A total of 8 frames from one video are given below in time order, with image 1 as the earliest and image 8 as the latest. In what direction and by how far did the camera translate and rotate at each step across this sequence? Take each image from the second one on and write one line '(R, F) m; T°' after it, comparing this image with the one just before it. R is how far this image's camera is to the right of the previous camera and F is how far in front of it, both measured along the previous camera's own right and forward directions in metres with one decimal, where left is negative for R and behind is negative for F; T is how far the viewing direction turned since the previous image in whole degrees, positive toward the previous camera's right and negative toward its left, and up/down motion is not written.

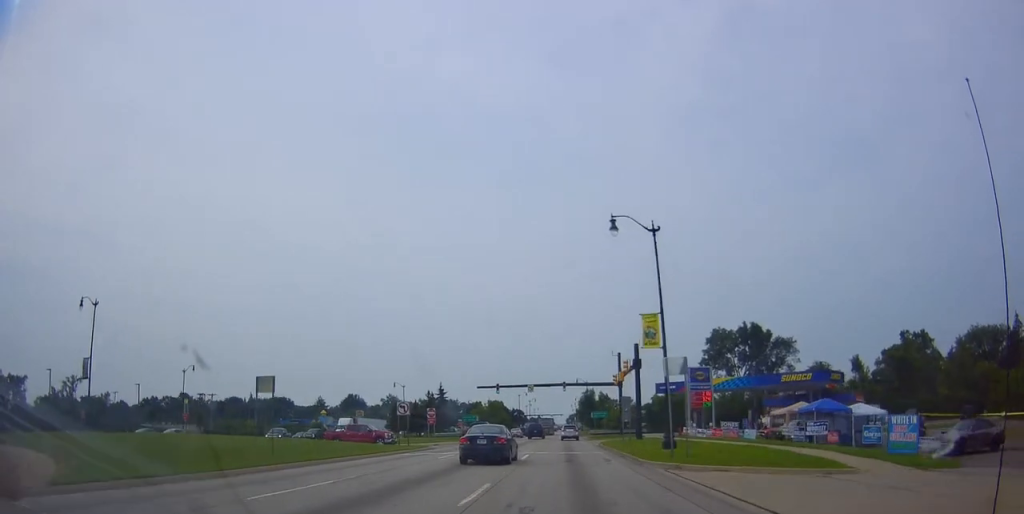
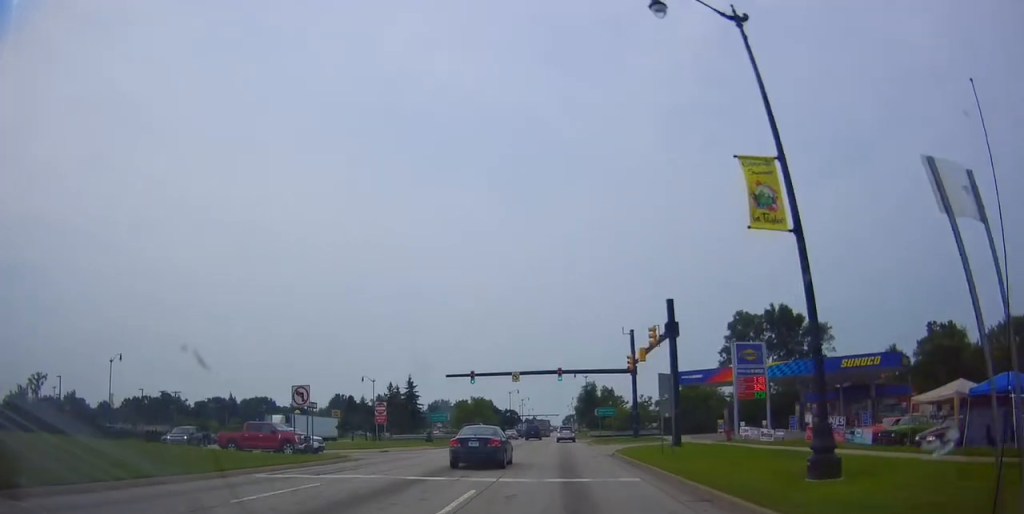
(+0.3, +16.6) m; -1°
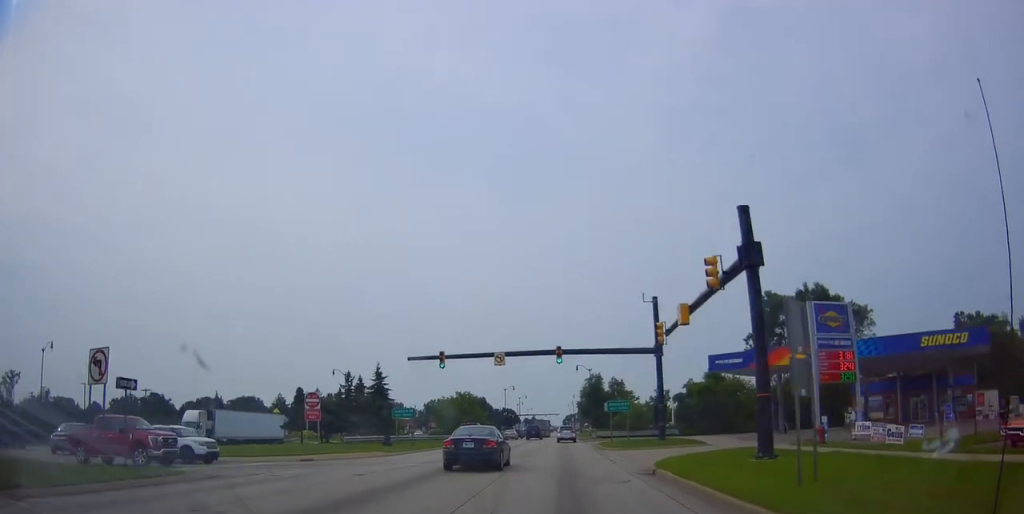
(-0.3, +13.3) m; 0°
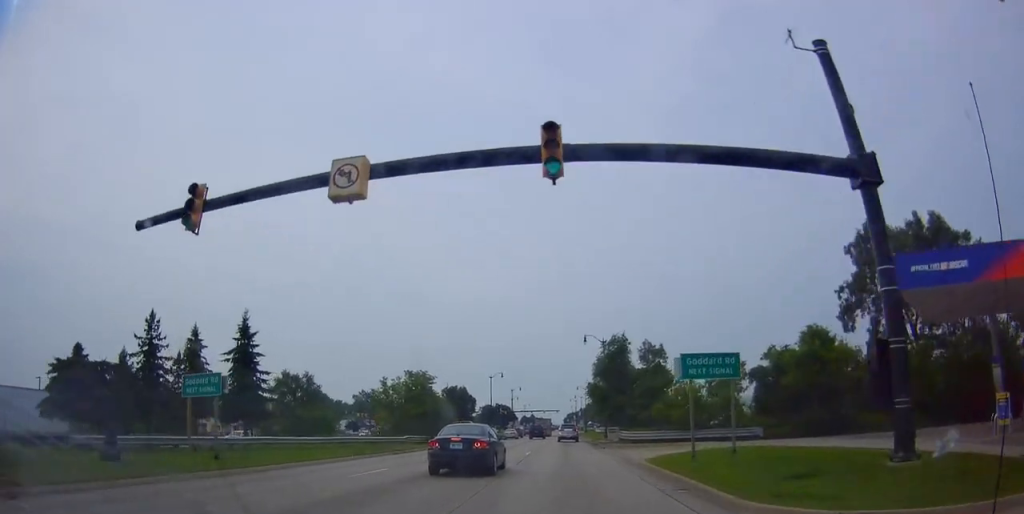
(+0.3, +28.1) m; 0°
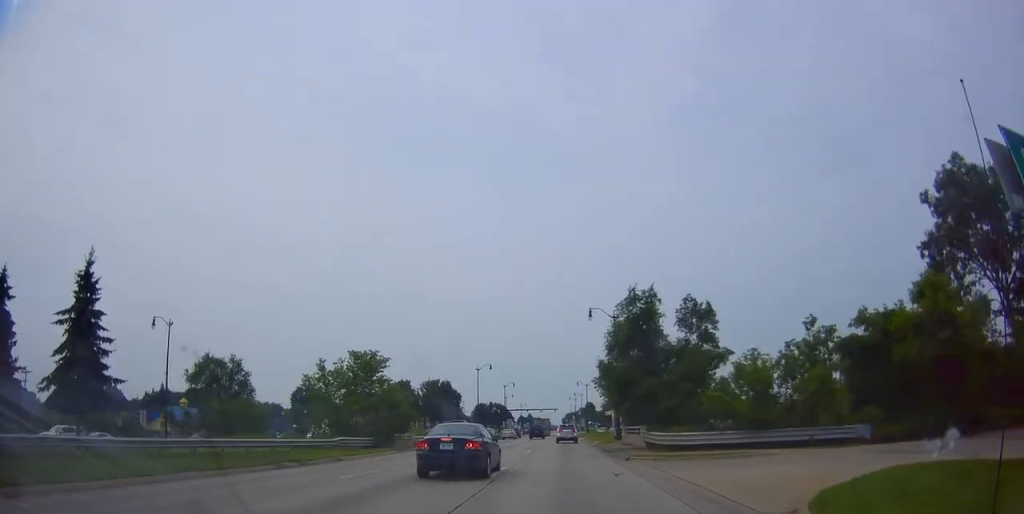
(-0.6, +14.8) m; 0°
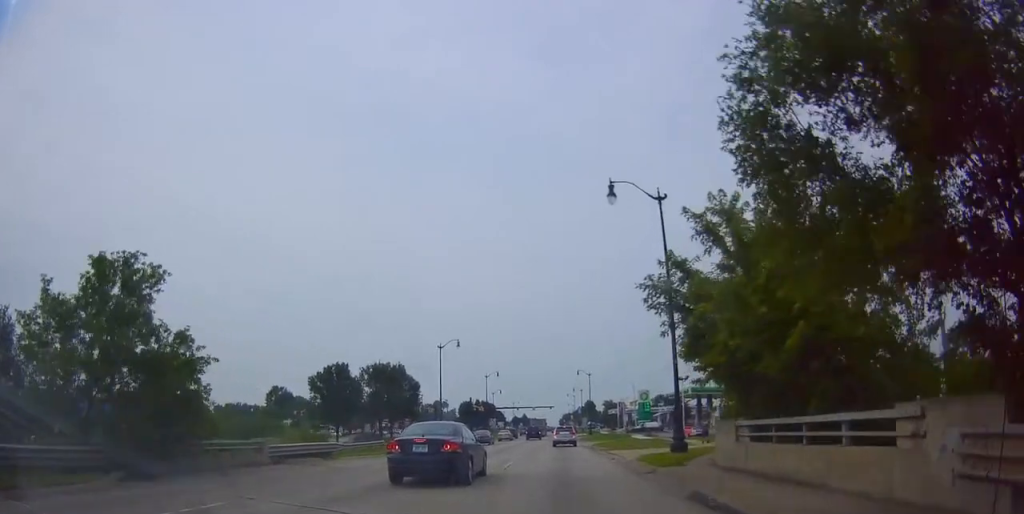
(+0.8, +26.0) m; +3°
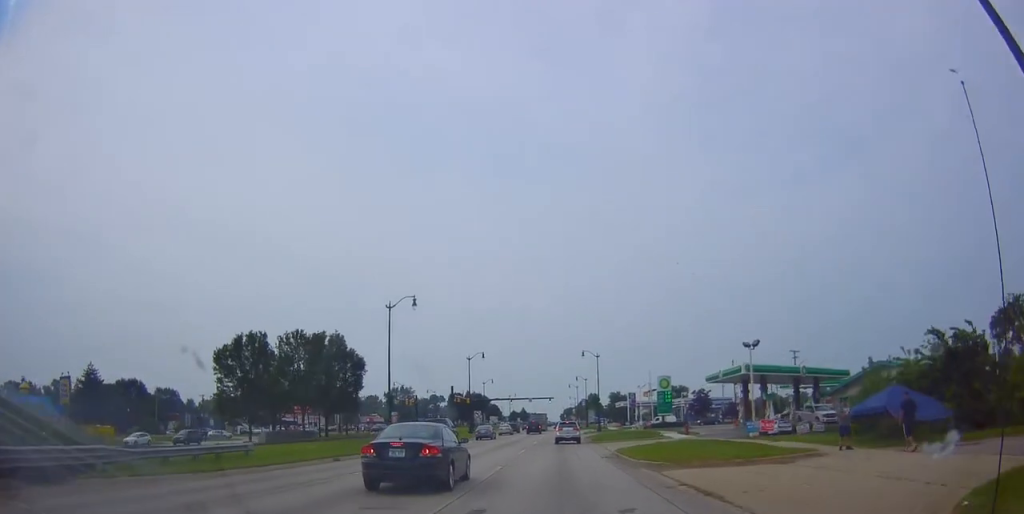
(0.0, +20.1) m; 0°
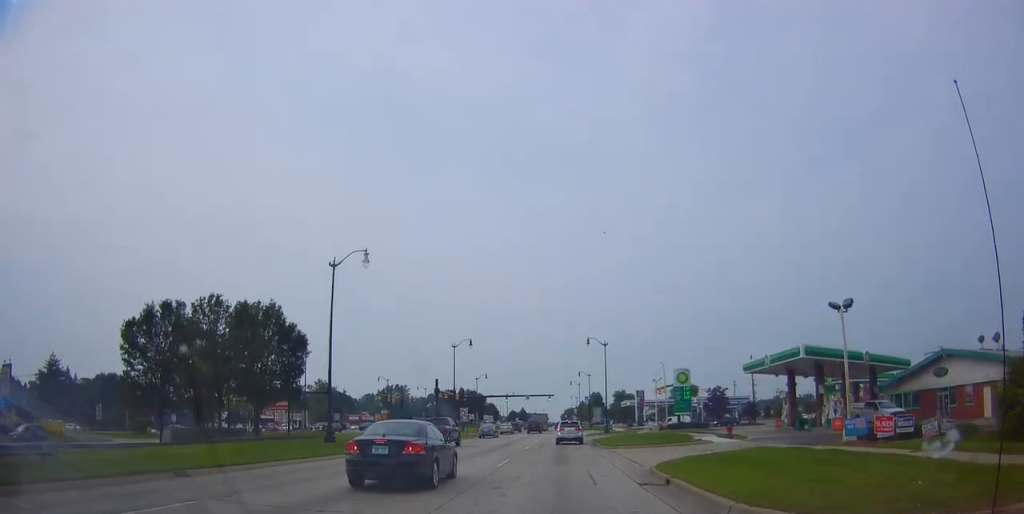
(0.0, +12.7) m; 0°
